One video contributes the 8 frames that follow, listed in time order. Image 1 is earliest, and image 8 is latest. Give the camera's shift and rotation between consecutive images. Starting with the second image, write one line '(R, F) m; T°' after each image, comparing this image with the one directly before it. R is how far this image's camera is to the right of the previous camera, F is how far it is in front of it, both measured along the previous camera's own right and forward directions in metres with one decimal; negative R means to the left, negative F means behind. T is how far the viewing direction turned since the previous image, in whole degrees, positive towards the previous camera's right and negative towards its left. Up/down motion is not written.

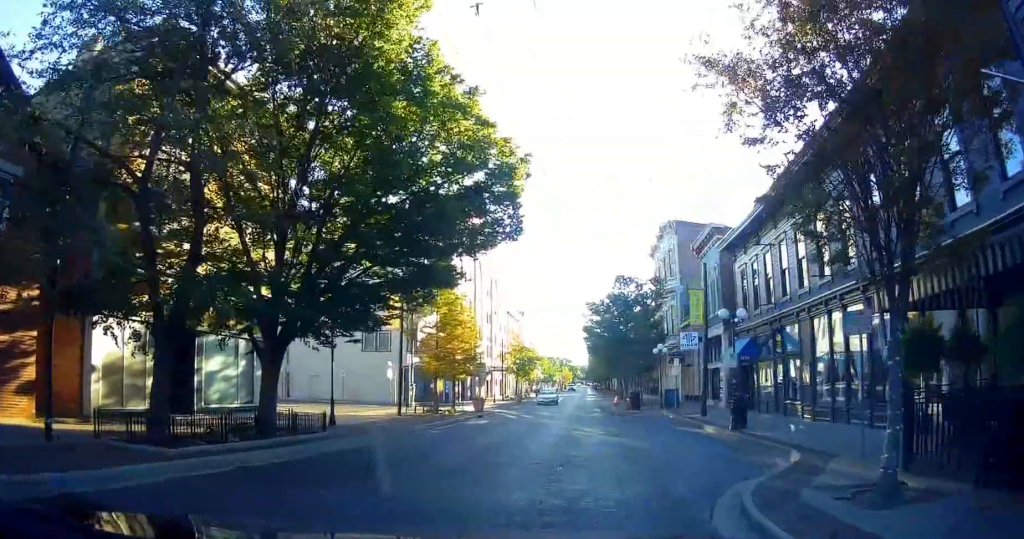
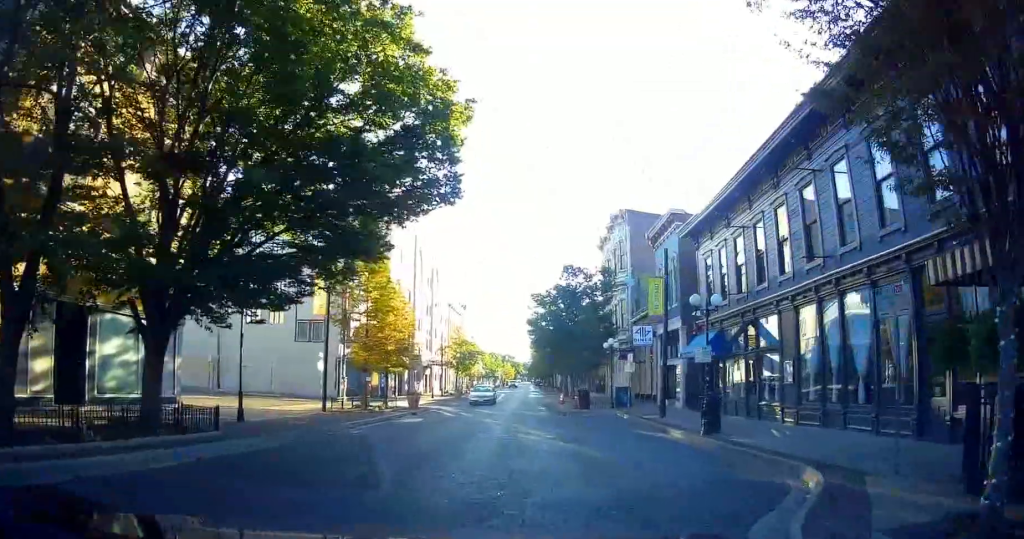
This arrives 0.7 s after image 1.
(0.0, +2.7) m; +3°
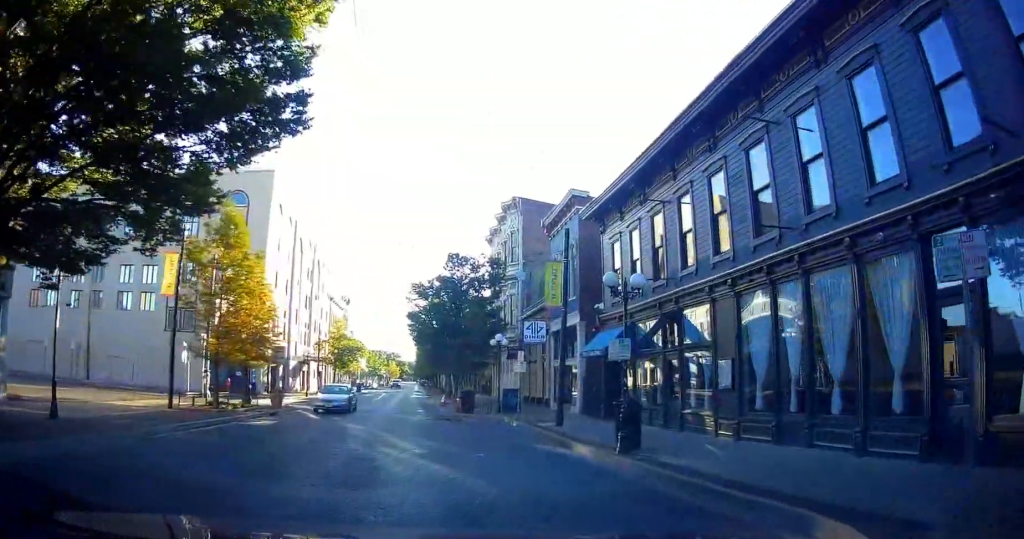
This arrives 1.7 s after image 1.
(+0.2, +3.6) m; +6°
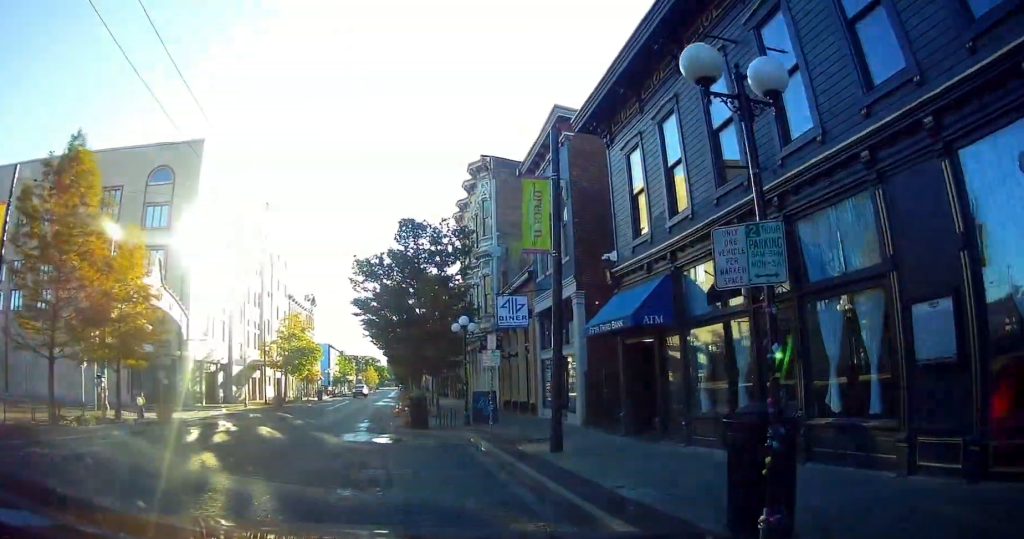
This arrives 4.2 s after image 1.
(+0.9, +8.4) m; +7°
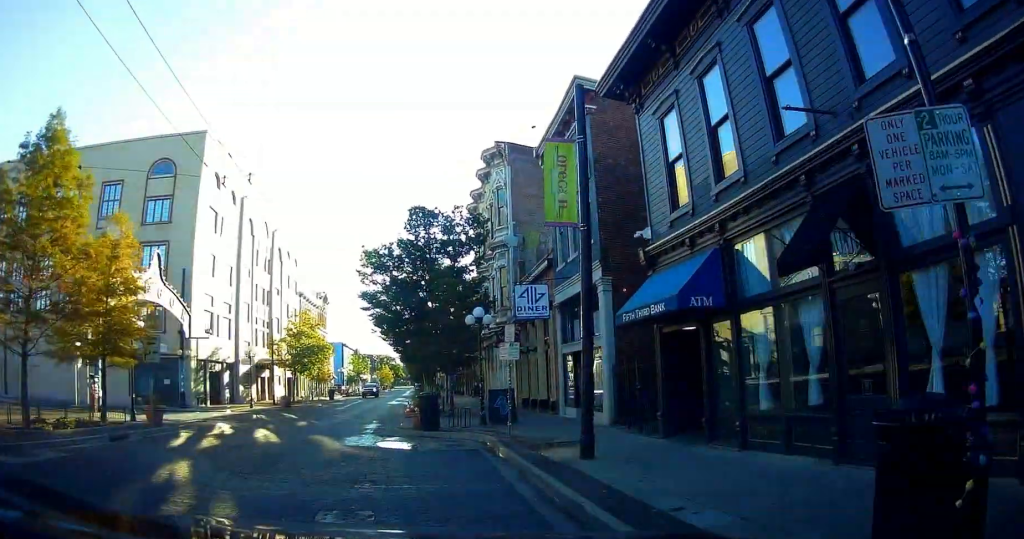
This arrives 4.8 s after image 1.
(0.0, +1.8) m; -1°
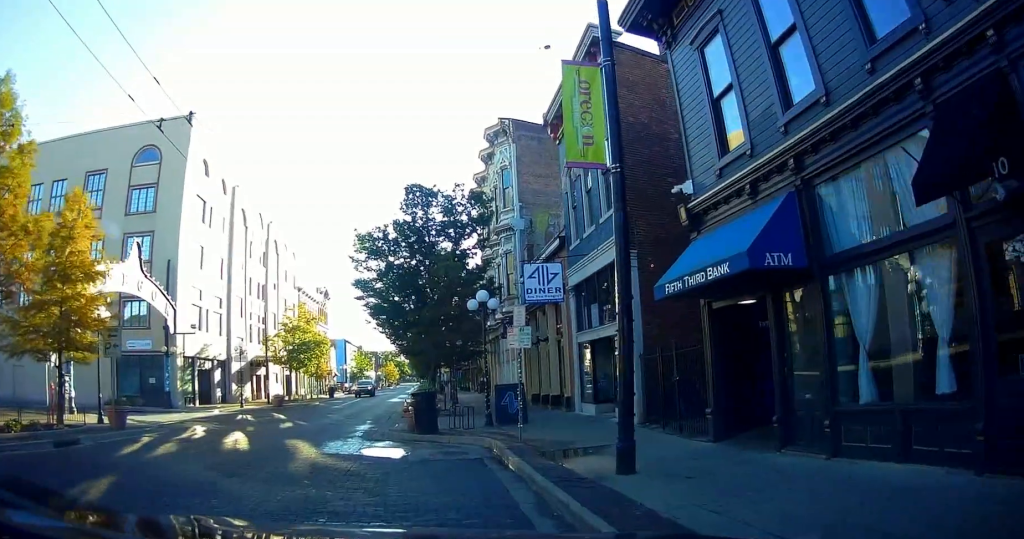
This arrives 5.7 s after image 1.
(0.0, +2.5) m; -3°
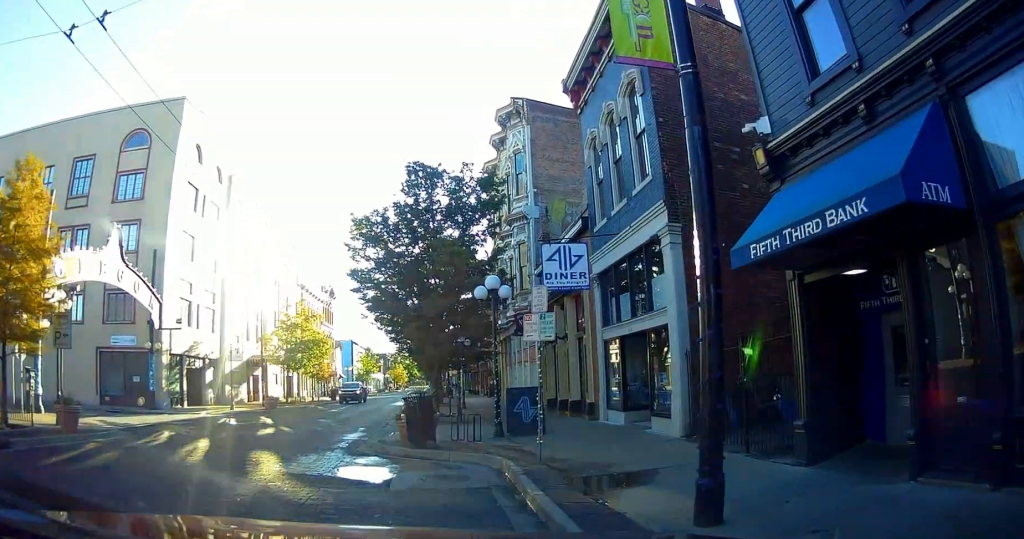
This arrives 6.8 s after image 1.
(-0.2, +2.9) m; -6°
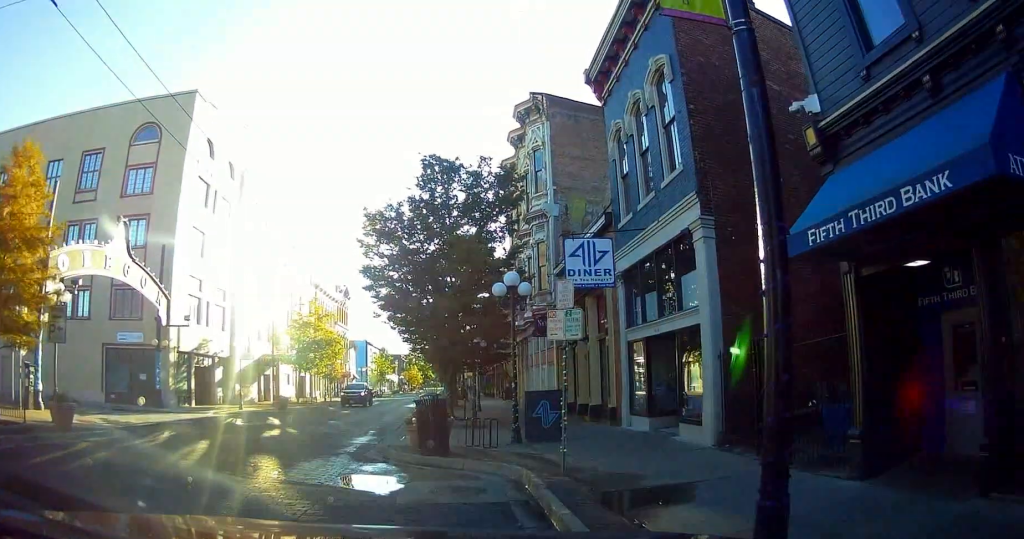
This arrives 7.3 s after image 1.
(0.0, +1.1) m; 0°
